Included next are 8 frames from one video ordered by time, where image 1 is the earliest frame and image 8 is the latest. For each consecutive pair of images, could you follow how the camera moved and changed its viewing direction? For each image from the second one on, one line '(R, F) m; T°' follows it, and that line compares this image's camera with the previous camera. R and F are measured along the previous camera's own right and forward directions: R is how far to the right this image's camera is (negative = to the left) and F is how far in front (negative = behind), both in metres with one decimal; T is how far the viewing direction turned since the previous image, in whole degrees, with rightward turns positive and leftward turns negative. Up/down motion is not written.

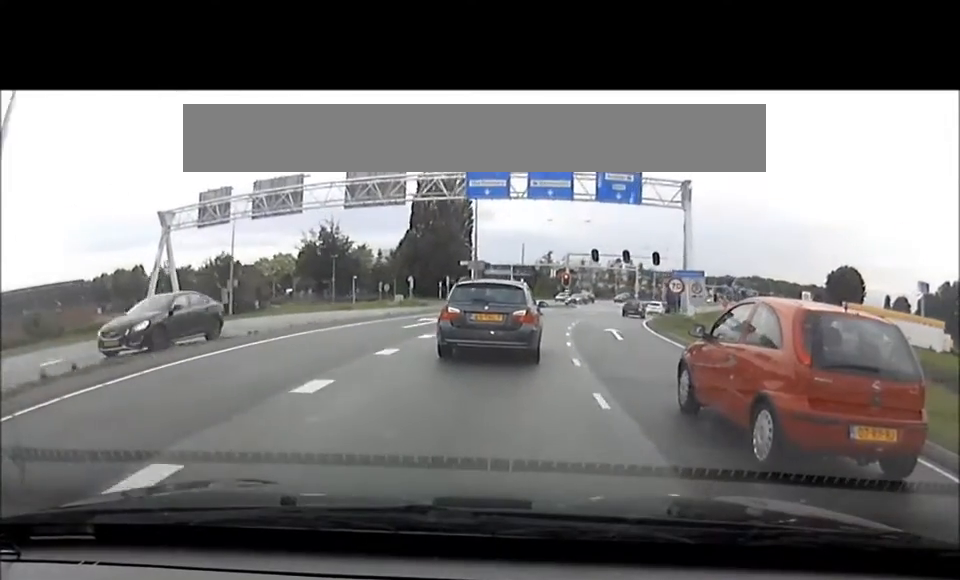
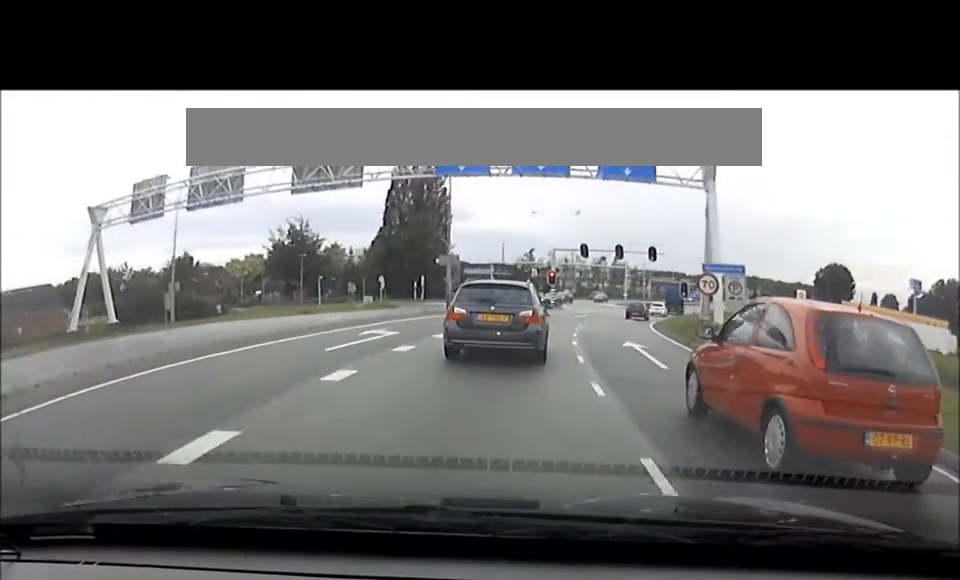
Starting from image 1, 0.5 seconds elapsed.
(-0.1, +7.9) m; +2°
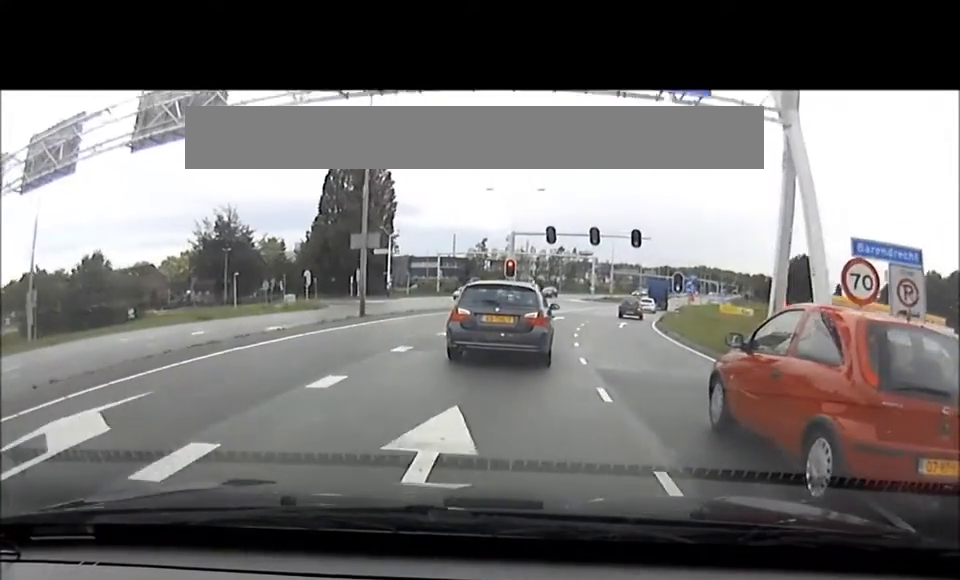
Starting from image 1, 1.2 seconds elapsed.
(+0.6, +12.6) m; +3°
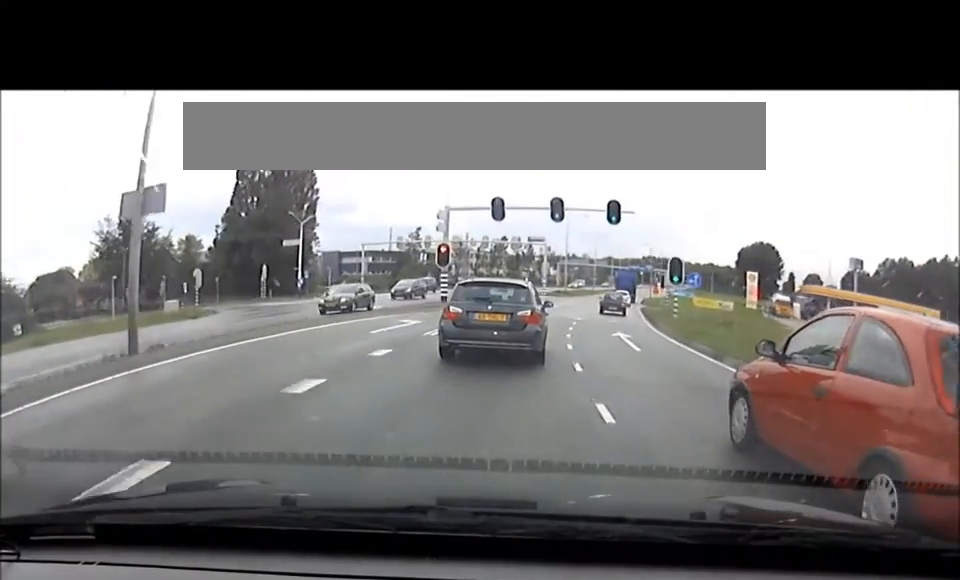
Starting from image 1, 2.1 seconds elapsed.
(+0.4, +14.0) m; +2°
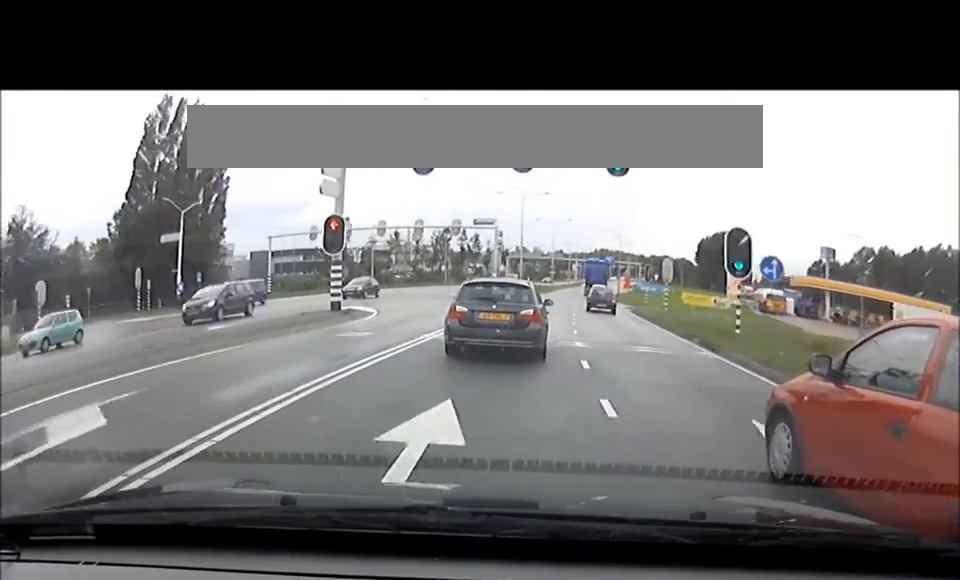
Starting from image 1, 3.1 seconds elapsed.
(0.0, +16.2) m; +3°
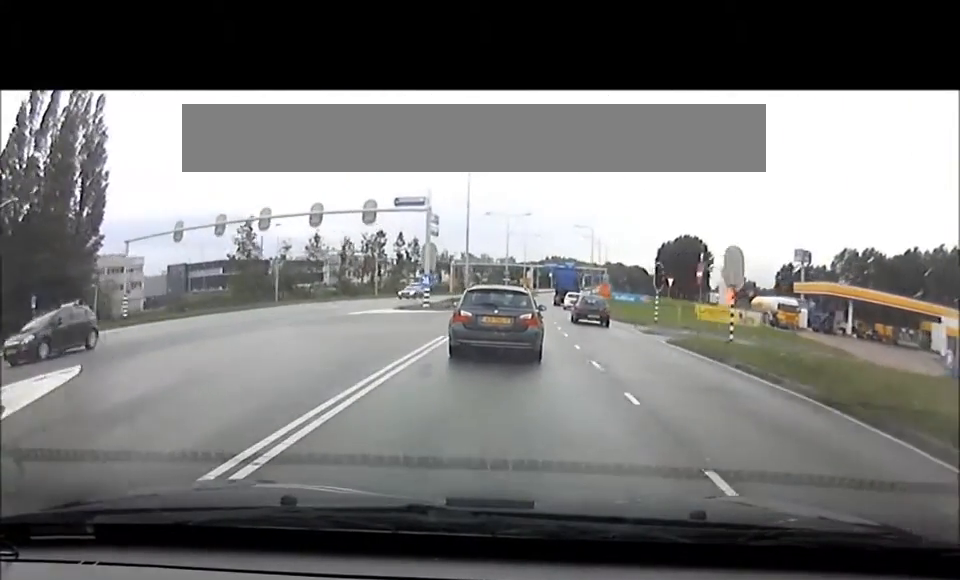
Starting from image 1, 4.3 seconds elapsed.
(+1.2, +17.6) m; +7°
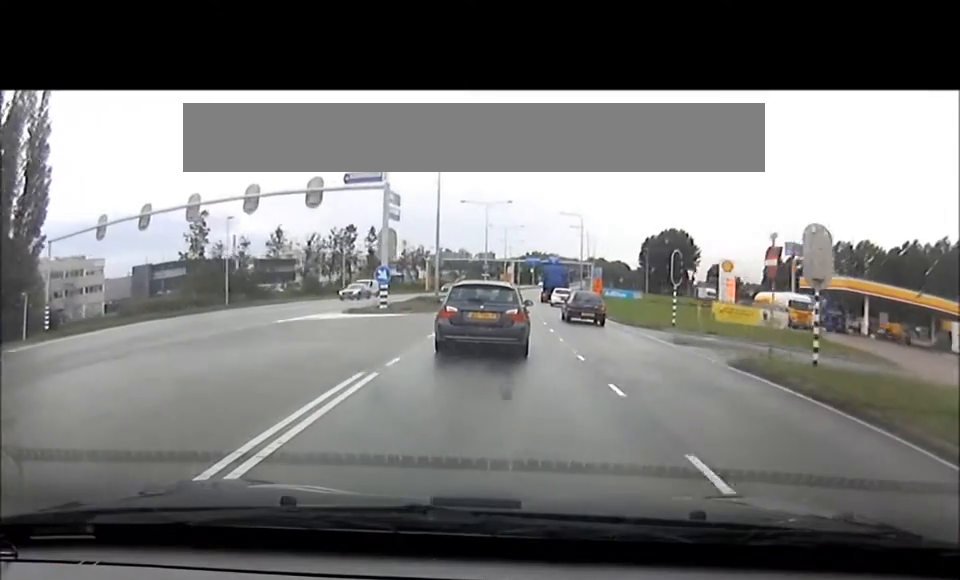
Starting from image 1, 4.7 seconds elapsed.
(+0.3, +6.5) m; +3°
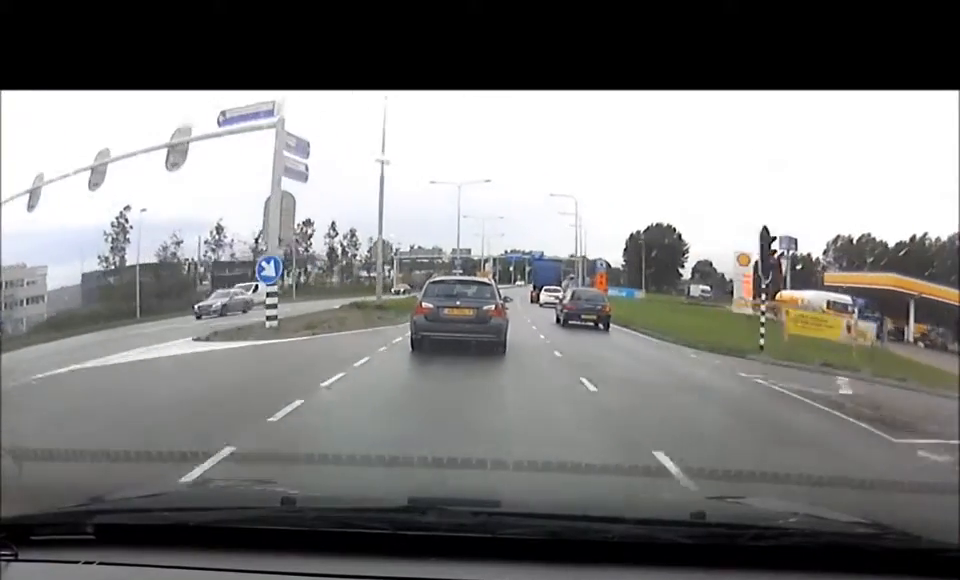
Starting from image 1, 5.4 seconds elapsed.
(0.0, +9.6) m; +2°
